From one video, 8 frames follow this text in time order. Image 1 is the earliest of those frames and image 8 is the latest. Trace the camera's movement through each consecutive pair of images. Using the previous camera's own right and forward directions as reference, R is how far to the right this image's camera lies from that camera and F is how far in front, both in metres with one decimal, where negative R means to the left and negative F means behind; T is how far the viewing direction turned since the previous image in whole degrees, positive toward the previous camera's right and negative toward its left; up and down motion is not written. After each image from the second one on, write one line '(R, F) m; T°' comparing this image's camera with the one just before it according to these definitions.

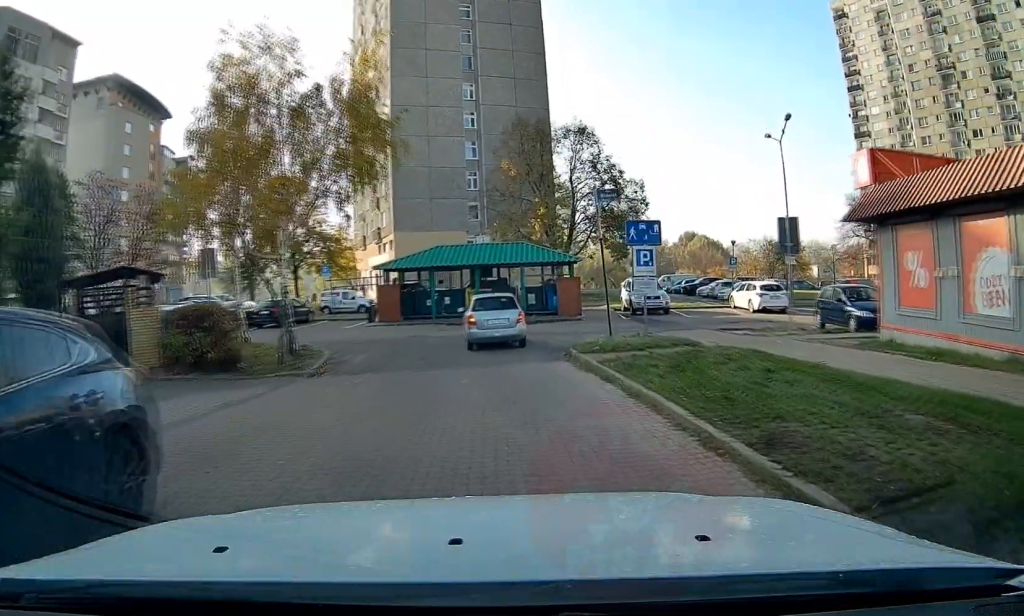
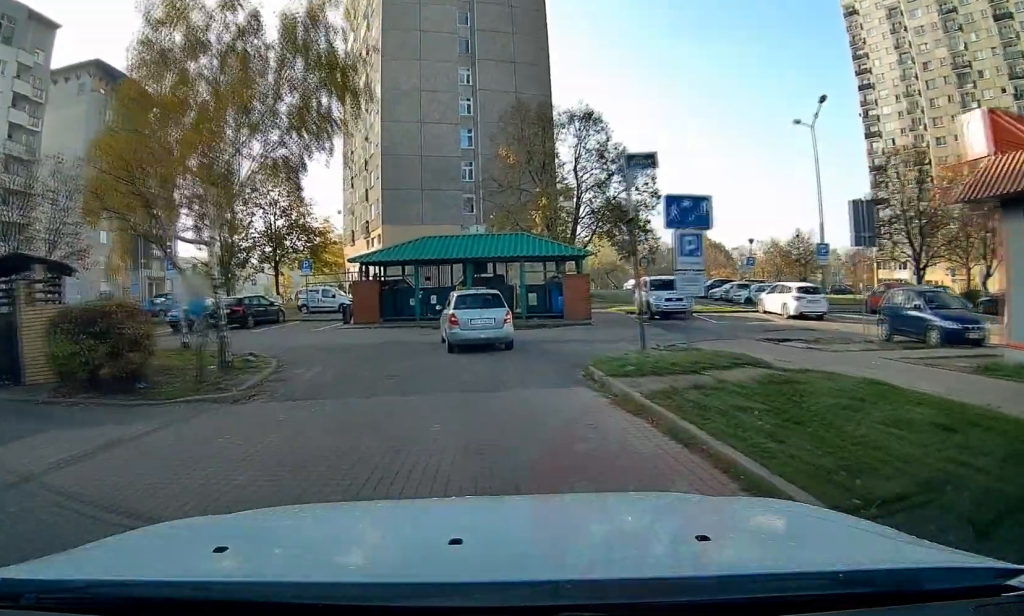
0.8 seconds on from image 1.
(0.0, +3.4) m; 0°
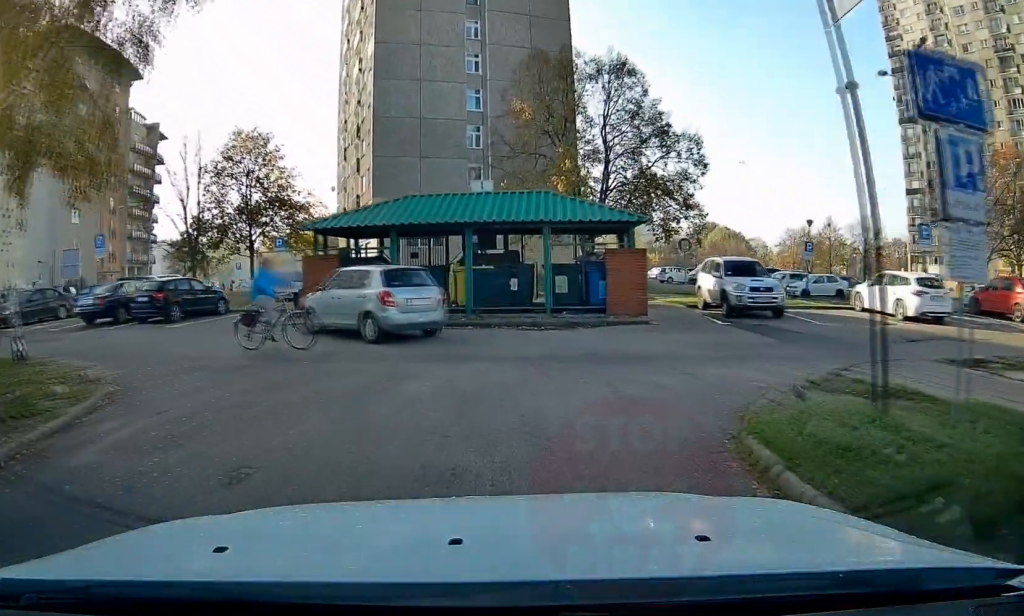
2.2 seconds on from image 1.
(0.0, +6.2) m; +1°
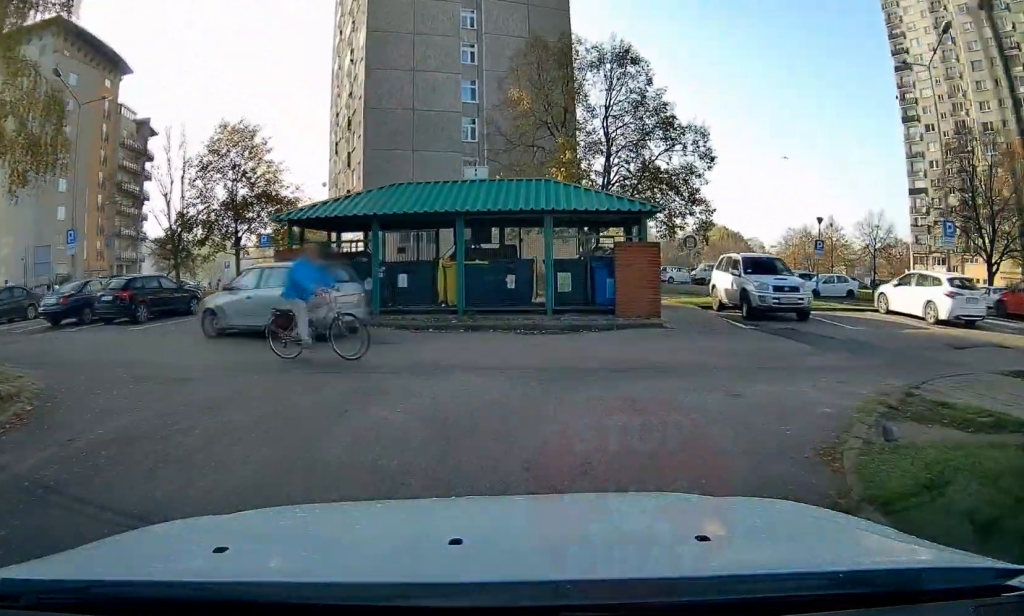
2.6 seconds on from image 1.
(0.0, +1.6) m; +3°
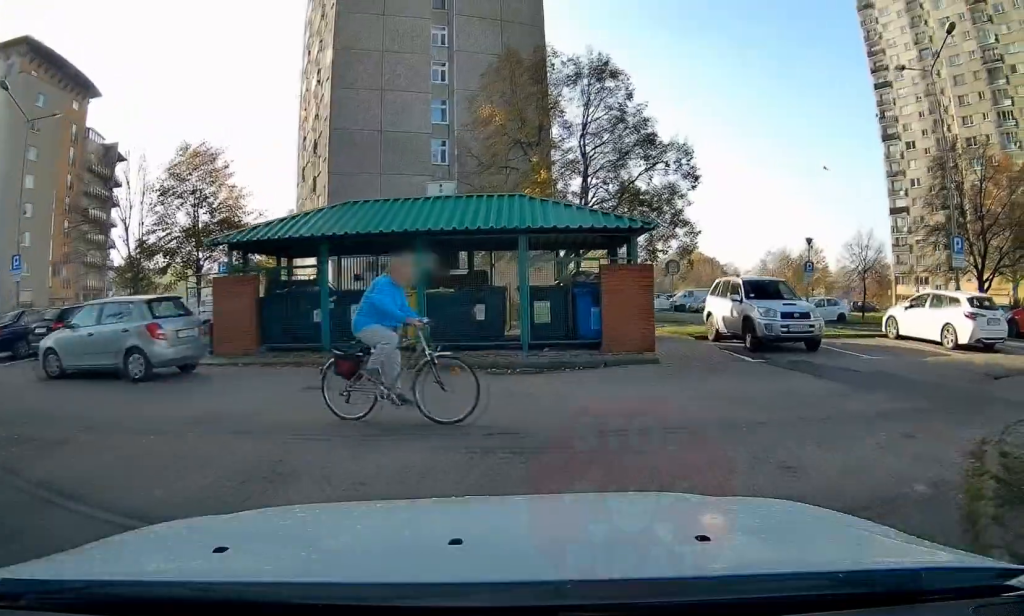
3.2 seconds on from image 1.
(-0.1, +2.1) m; +6°
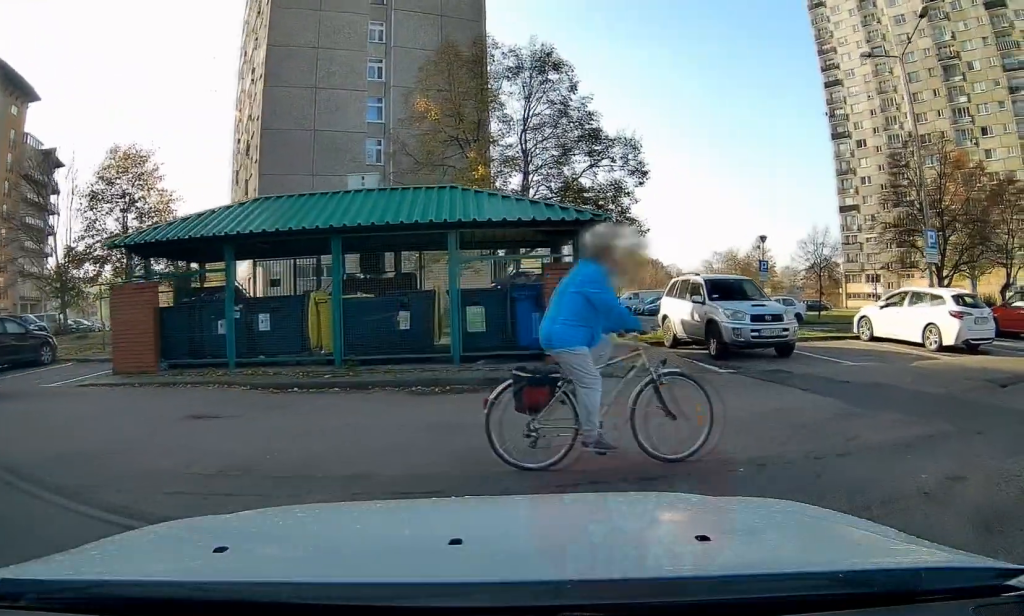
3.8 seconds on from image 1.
(+0.2, +2.1) m; +9°
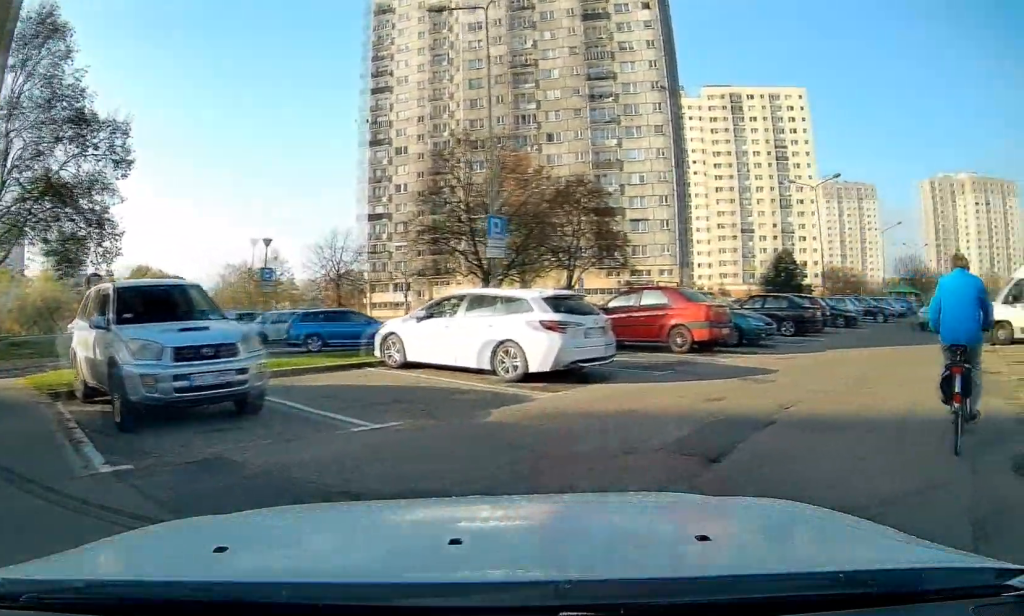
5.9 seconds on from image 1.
(+2.2, +5.8) m; +48°
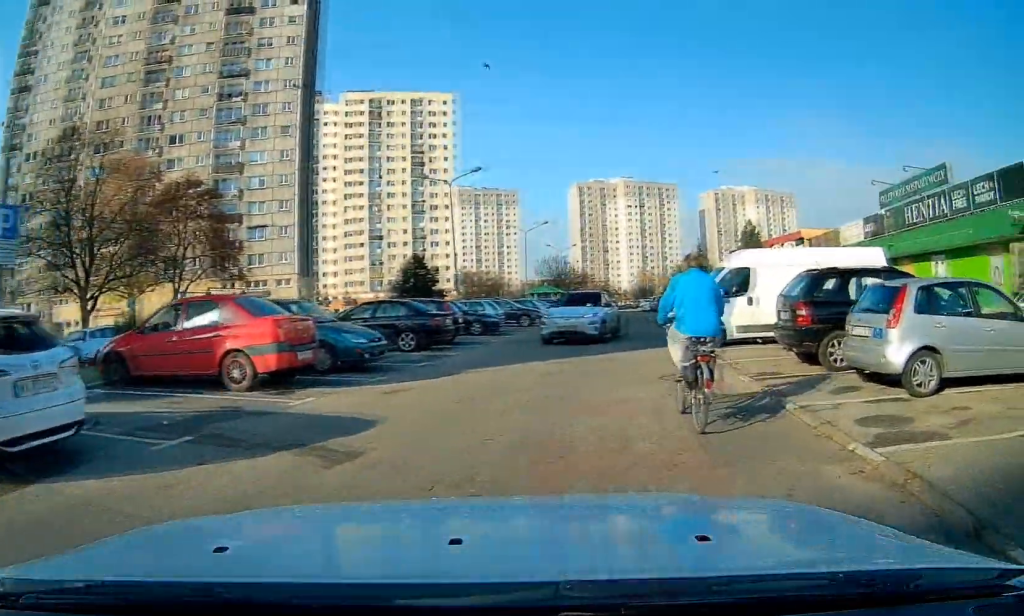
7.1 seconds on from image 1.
(+1.0, +4.0) m; +26°
